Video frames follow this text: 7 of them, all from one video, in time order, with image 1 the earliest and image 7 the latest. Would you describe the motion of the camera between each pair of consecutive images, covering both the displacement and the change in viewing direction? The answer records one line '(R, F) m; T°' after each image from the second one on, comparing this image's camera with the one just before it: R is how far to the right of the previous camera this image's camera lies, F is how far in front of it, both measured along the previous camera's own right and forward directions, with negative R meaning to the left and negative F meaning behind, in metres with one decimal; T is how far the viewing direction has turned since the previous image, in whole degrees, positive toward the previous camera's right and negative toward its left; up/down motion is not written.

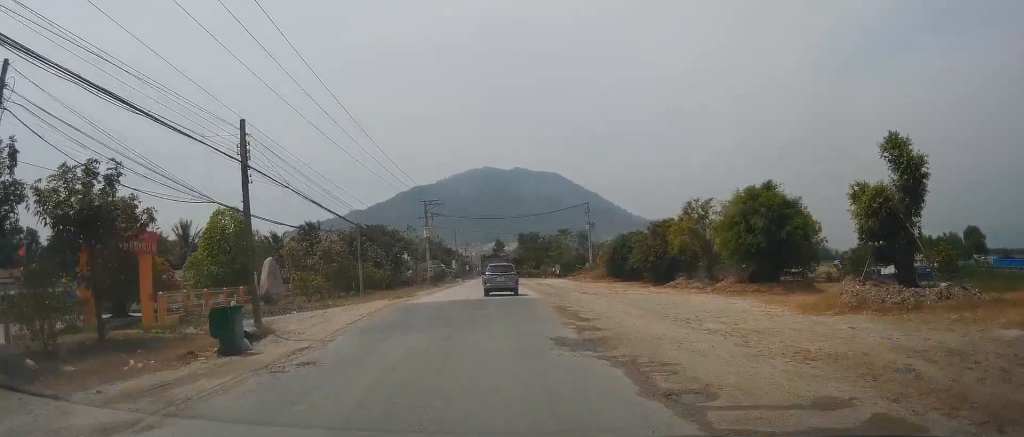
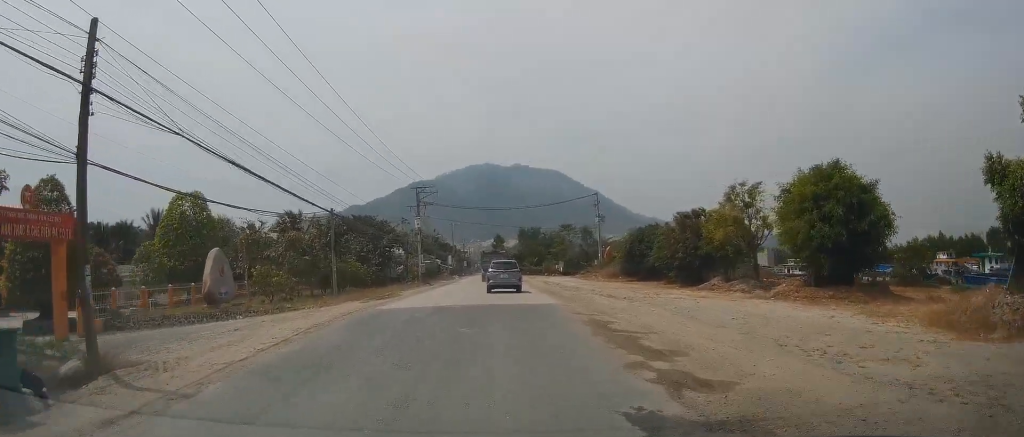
(+0.2, +7.9) m; +1°
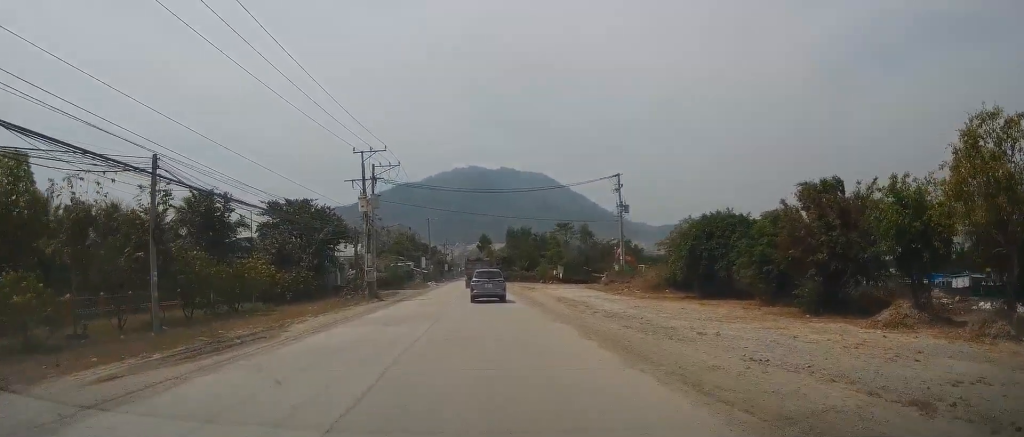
(-0.5, +20.9) m; -2°
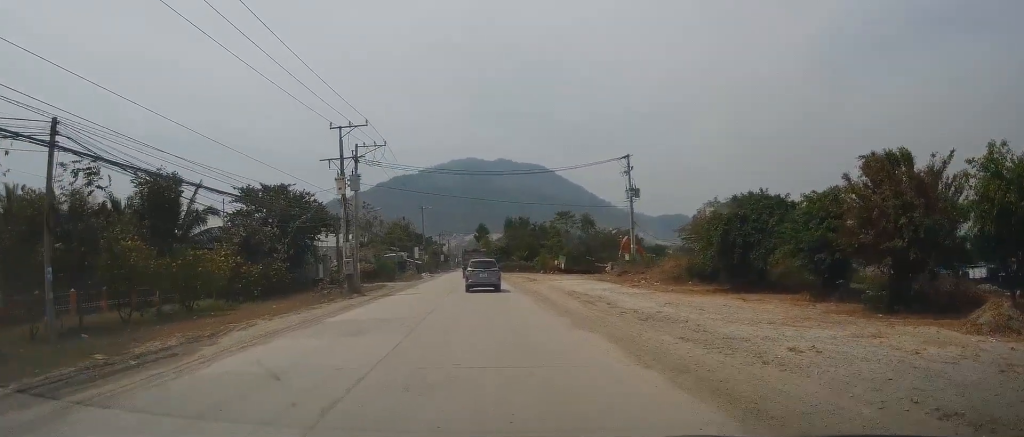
(0.0, +5.5) m; +1°
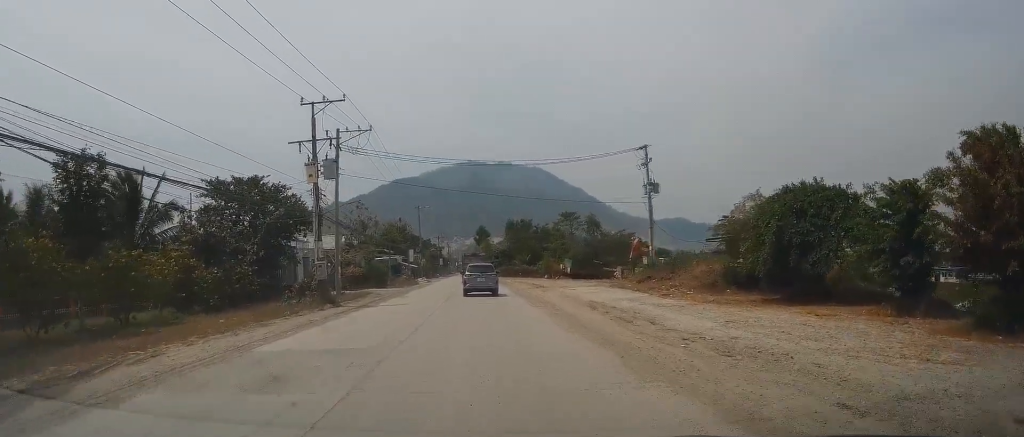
(+0.2, +6.2) m; +3°
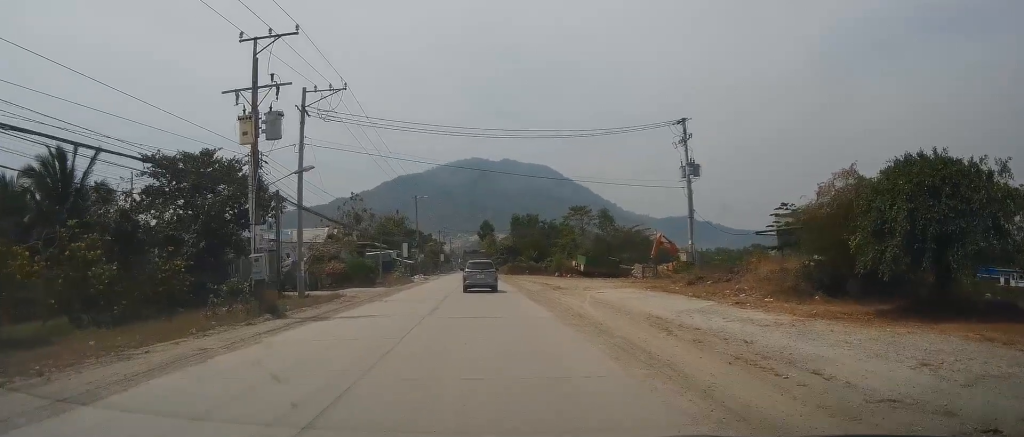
(+0.3, +8.9) m; +1°
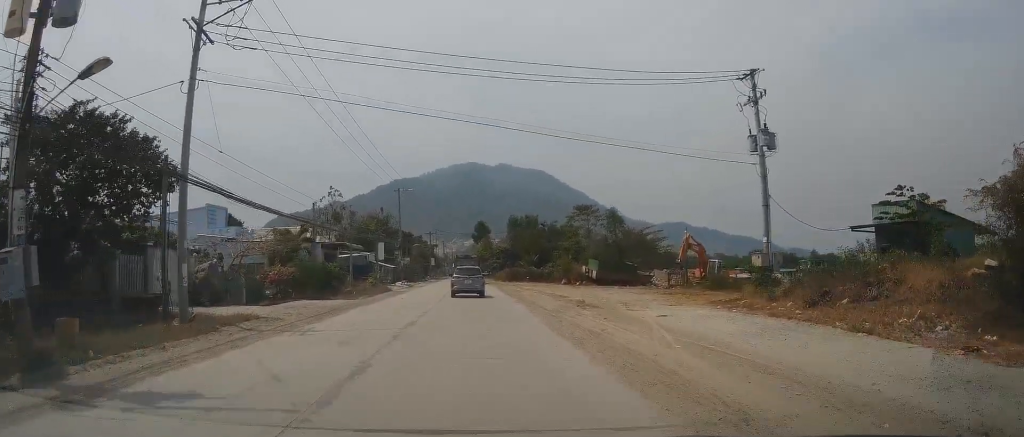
(-0.2, +11.8) m; +1°
